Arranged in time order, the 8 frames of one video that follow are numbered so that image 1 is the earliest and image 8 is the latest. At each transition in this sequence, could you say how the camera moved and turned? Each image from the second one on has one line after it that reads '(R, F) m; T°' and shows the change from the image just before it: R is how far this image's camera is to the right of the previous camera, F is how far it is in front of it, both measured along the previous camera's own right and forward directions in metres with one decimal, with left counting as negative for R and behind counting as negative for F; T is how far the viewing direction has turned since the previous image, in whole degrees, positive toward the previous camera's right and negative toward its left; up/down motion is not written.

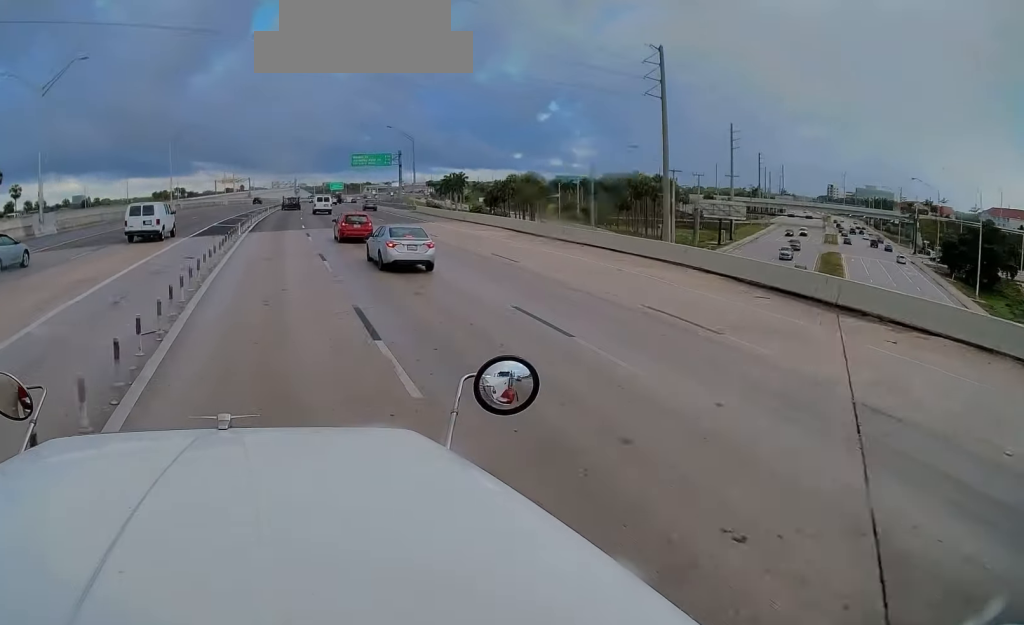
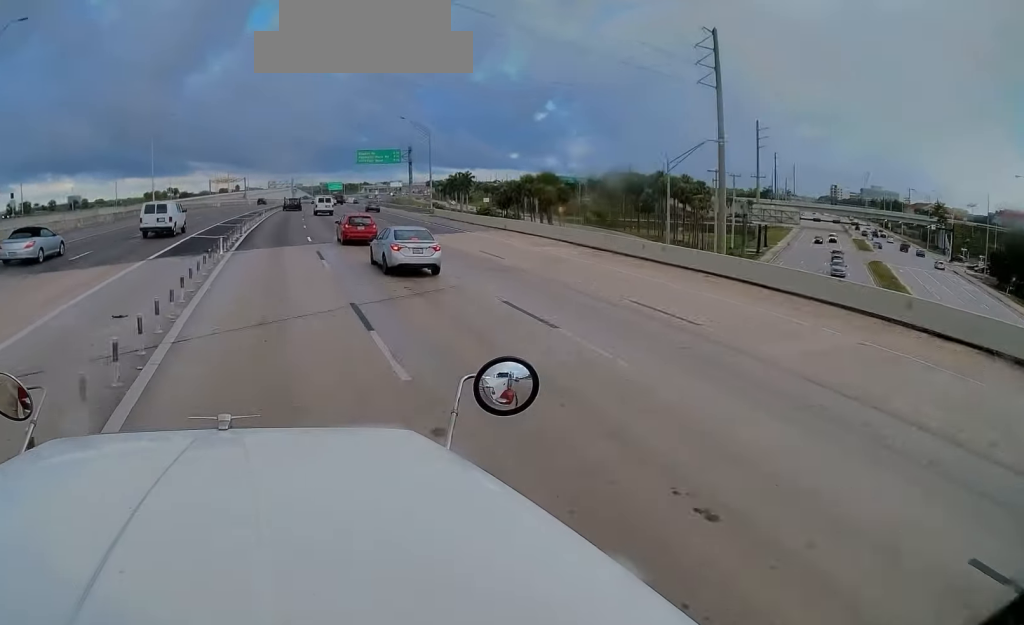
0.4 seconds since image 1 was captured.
(+0.1, +10.7) m; 0°
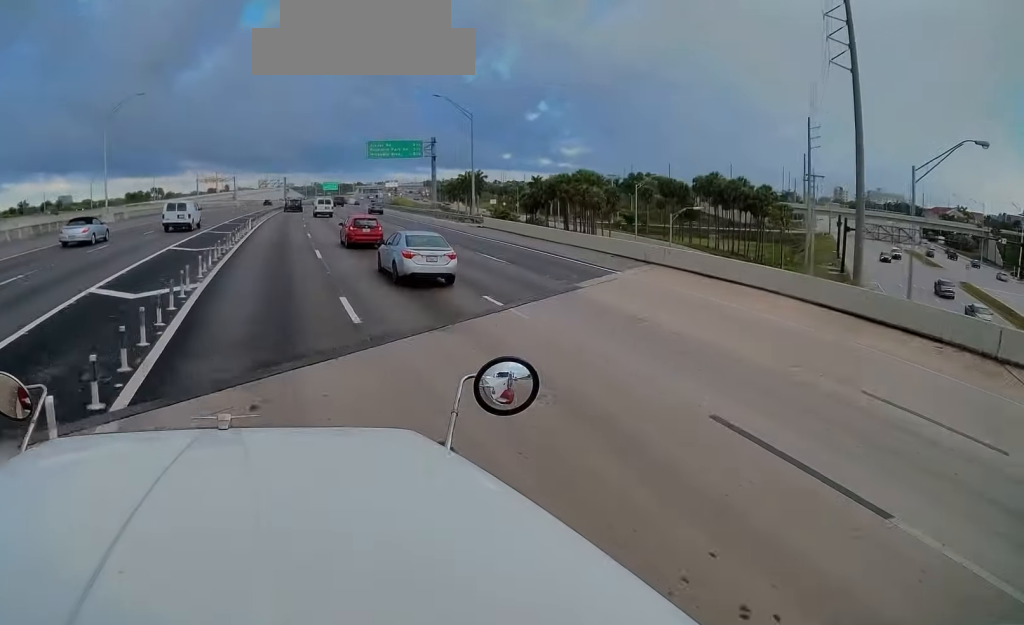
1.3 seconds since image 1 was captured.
(+0.2, +20.6) m; 0°
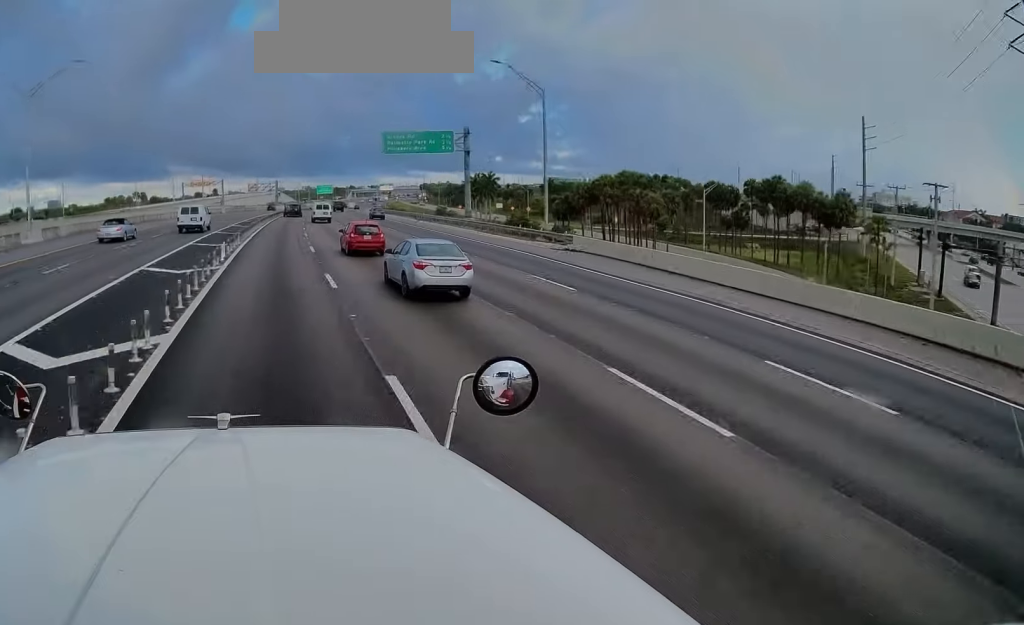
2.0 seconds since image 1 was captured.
(-0.3, +19.0) m; +1°
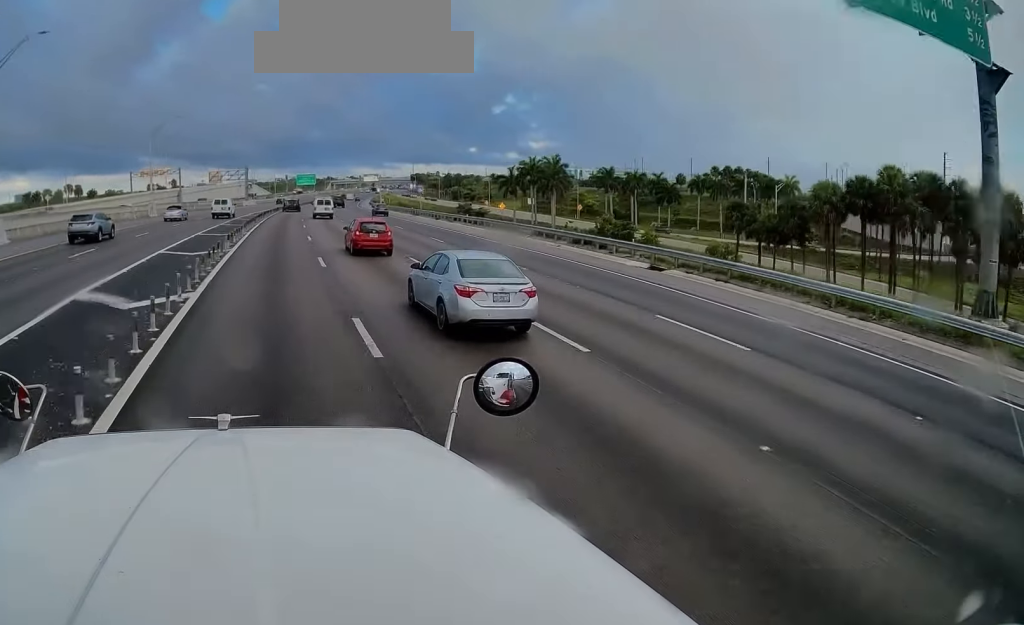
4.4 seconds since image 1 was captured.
(+1.8, +57.9) m; +3°
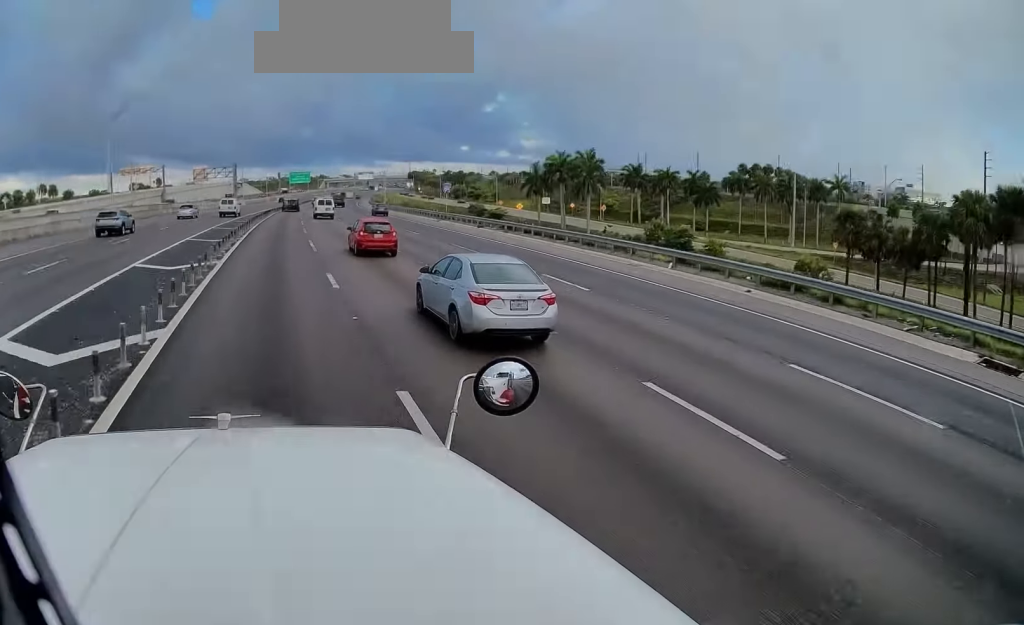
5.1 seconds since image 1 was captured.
(+0.3, +17.3) m; +1°
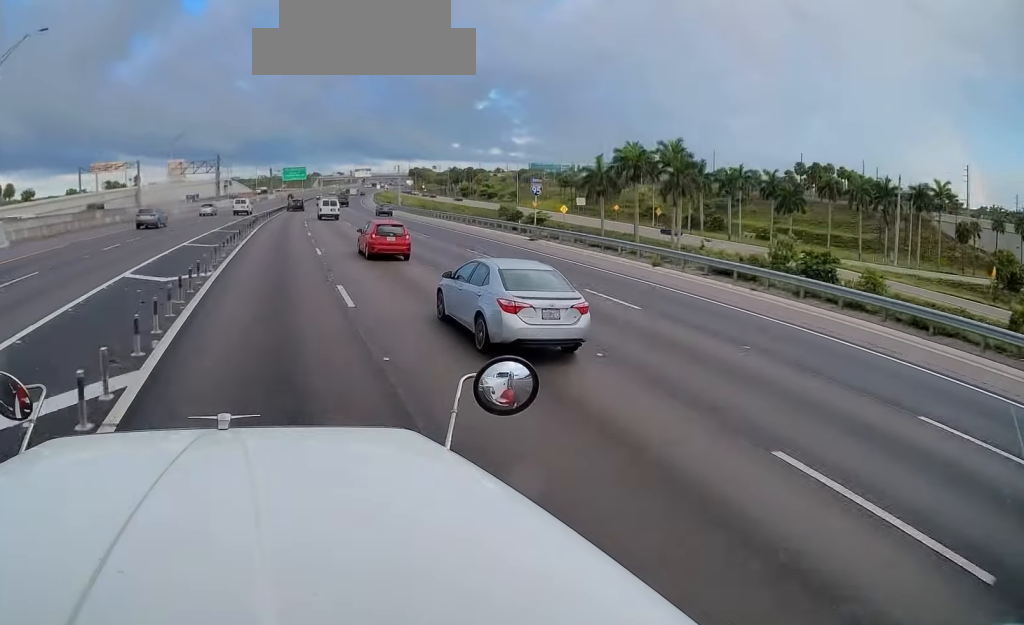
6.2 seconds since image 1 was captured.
(+0.2, +27.1) m; 0°
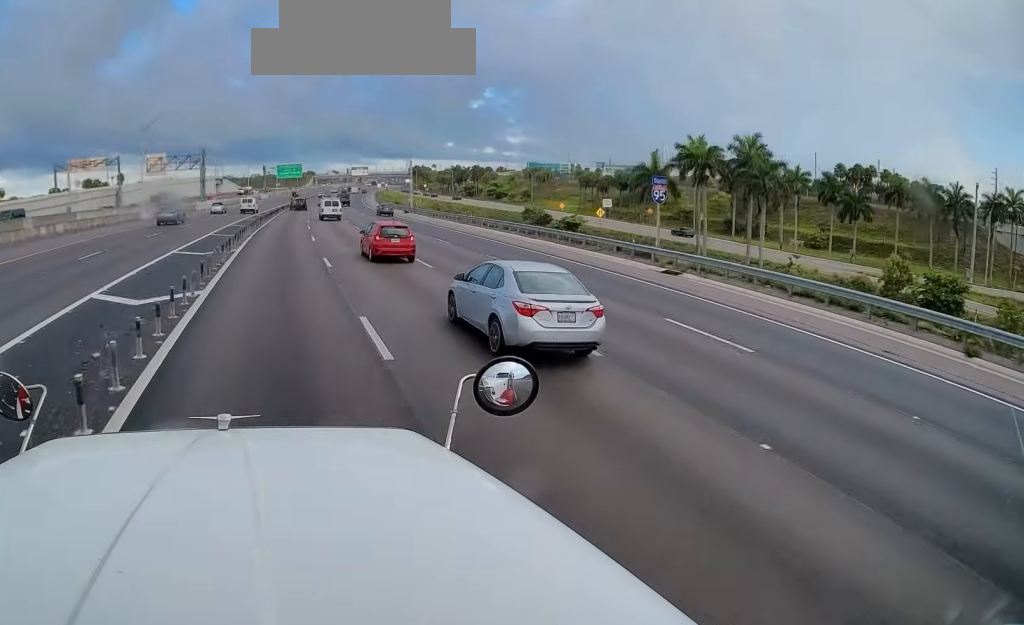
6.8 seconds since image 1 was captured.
(-0.1, +15.4) m; 0°
